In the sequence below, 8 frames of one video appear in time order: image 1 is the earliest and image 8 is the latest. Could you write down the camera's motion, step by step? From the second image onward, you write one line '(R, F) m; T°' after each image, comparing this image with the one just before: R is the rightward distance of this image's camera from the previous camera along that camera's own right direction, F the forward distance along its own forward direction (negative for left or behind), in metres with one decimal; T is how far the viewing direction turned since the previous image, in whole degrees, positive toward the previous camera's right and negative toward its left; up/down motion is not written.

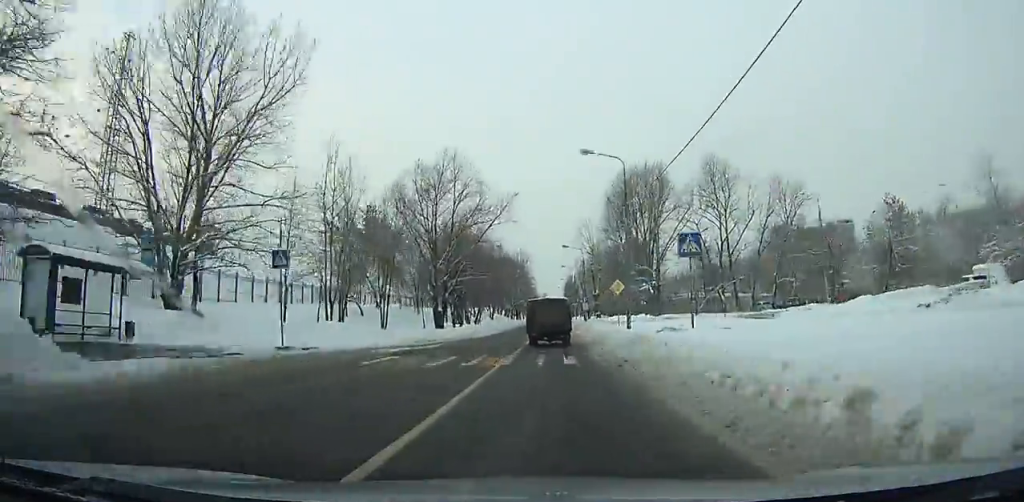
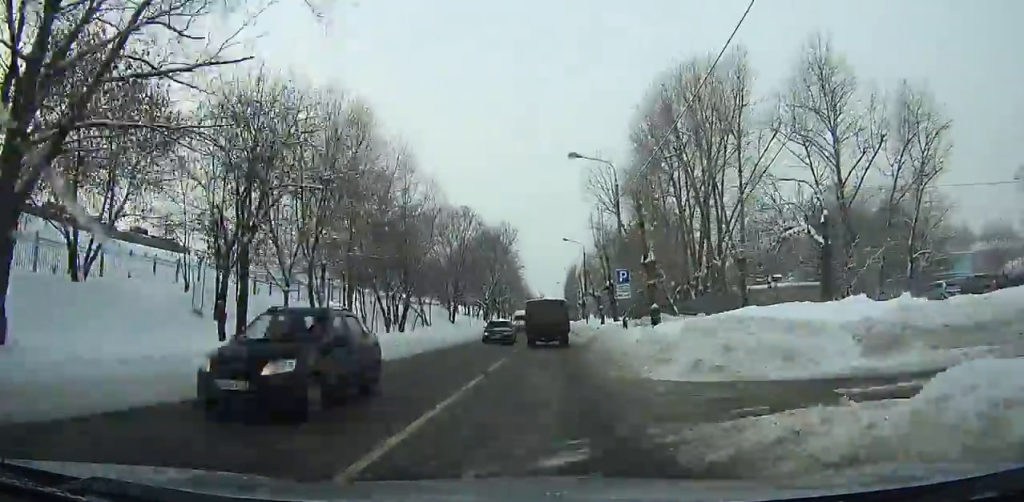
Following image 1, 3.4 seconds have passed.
(+0.1, +39.8) m; 0°
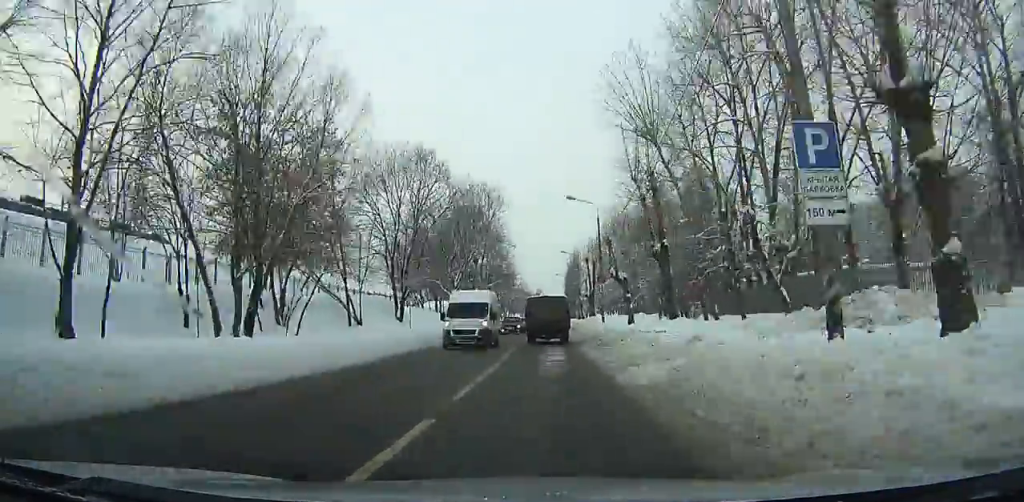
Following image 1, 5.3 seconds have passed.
(-0.1, +22.5) m; 0°
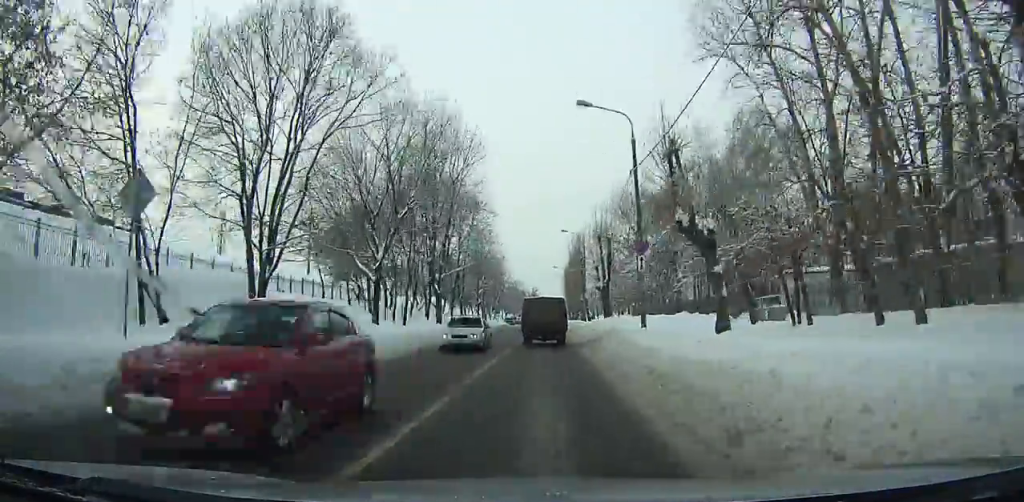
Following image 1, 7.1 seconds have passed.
(0.0, +21.3) m; 0°
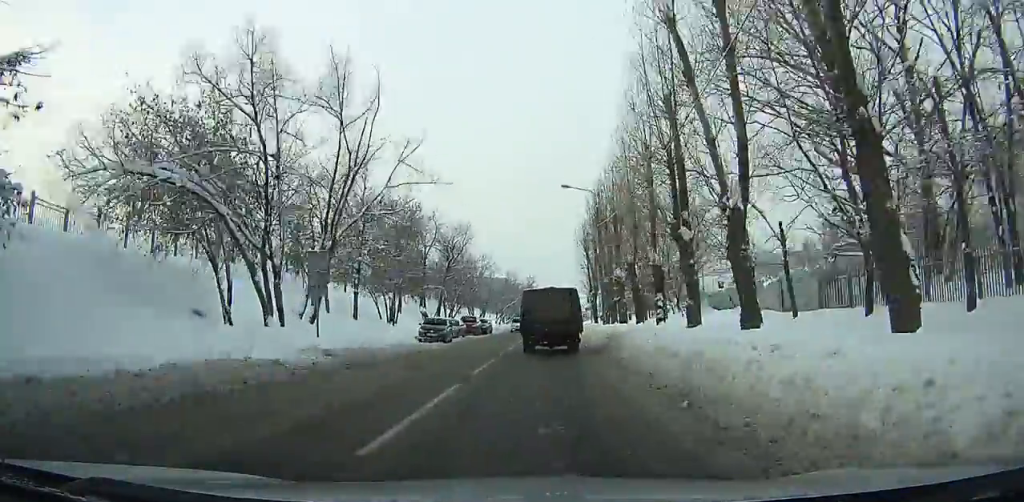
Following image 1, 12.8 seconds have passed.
(-0.4, +64.5) m; 0°
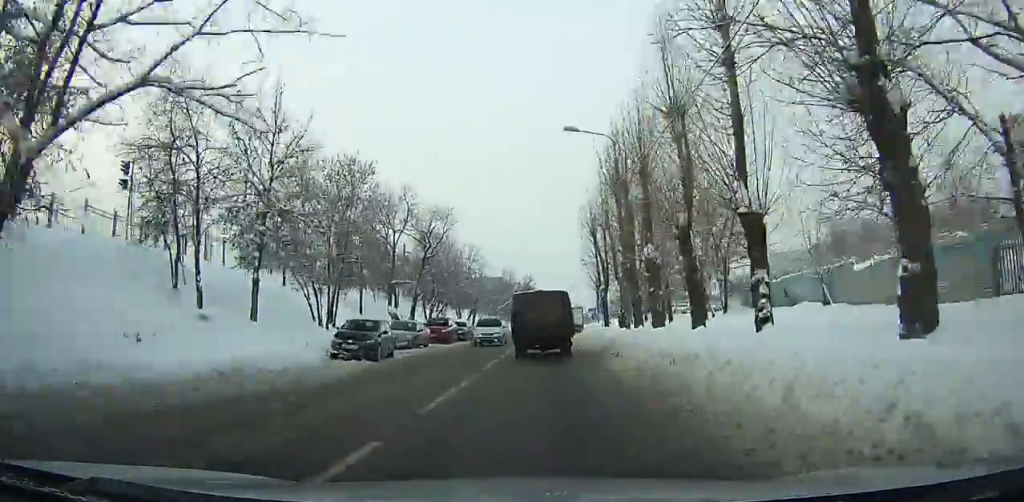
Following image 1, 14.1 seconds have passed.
(0.0, +13.4) m; 0°
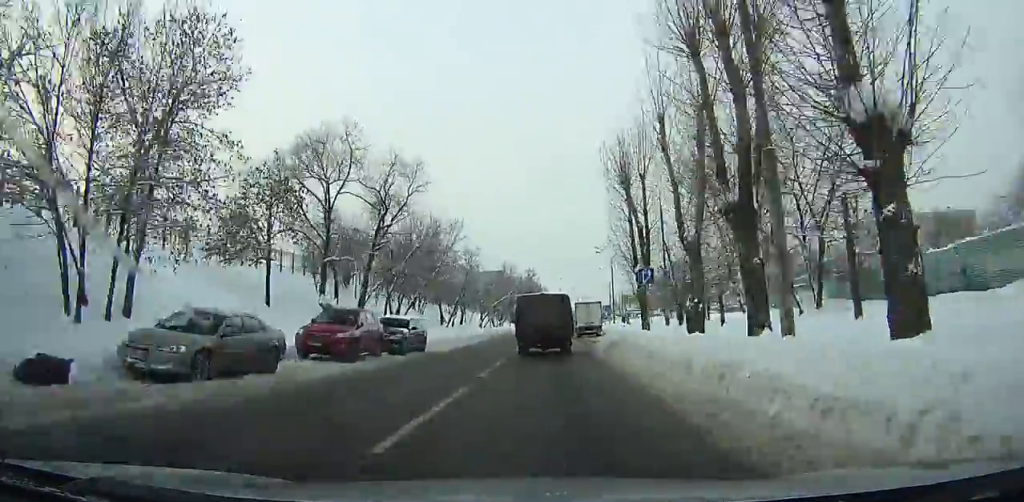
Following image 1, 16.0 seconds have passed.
(0.0, +19.5) m; 0°
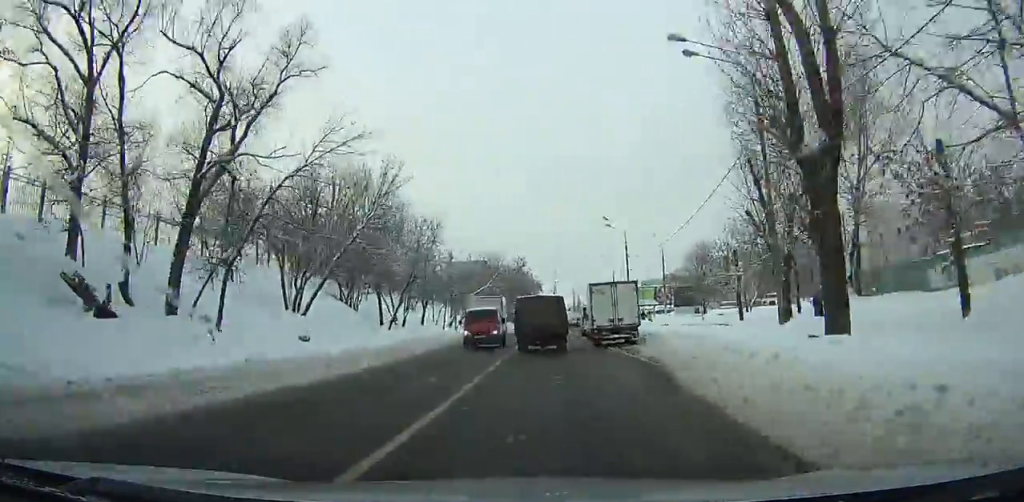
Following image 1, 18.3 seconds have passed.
(0.0, +22.3) m; +1°
